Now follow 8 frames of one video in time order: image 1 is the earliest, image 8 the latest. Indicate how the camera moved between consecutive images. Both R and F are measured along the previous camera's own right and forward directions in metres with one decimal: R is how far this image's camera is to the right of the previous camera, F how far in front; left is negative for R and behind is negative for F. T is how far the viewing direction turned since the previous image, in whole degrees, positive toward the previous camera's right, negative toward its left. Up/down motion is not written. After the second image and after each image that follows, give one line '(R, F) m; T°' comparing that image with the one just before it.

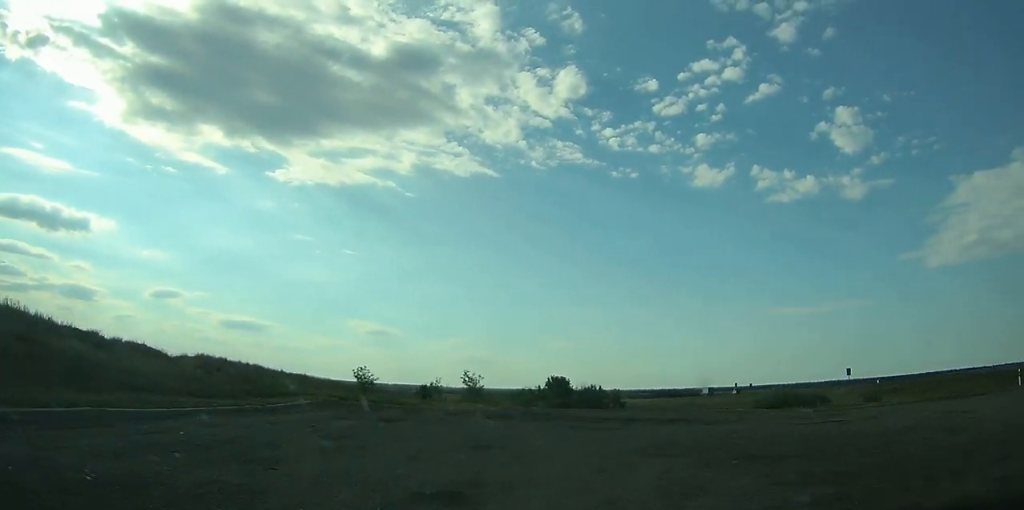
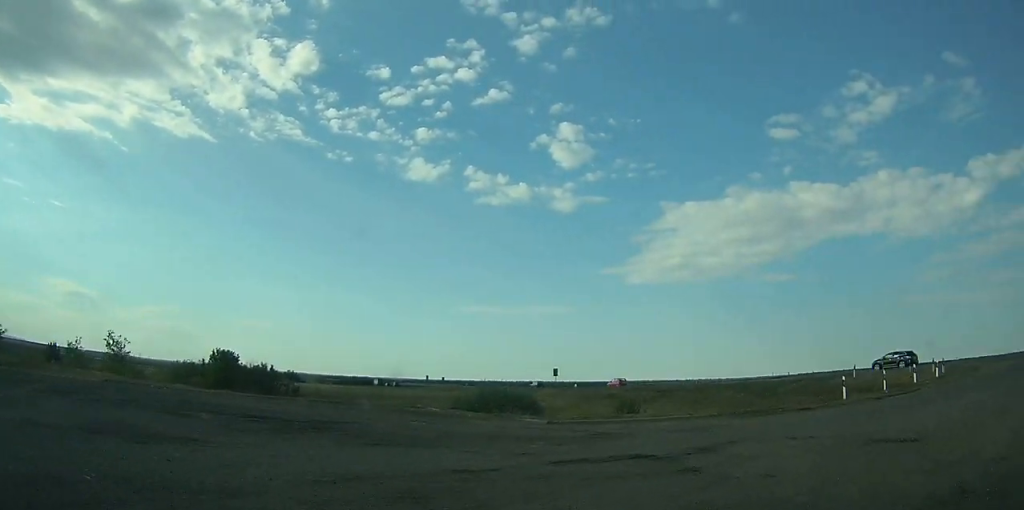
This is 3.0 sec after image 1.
(+1.9, +10.6) m; +27°
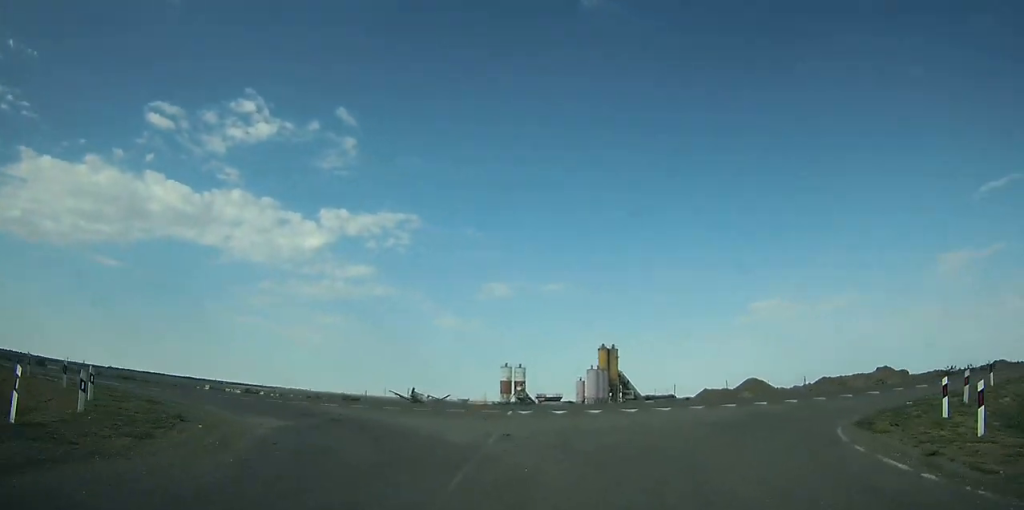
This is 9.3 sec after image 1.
(+13.4, +19.5) m; +67°
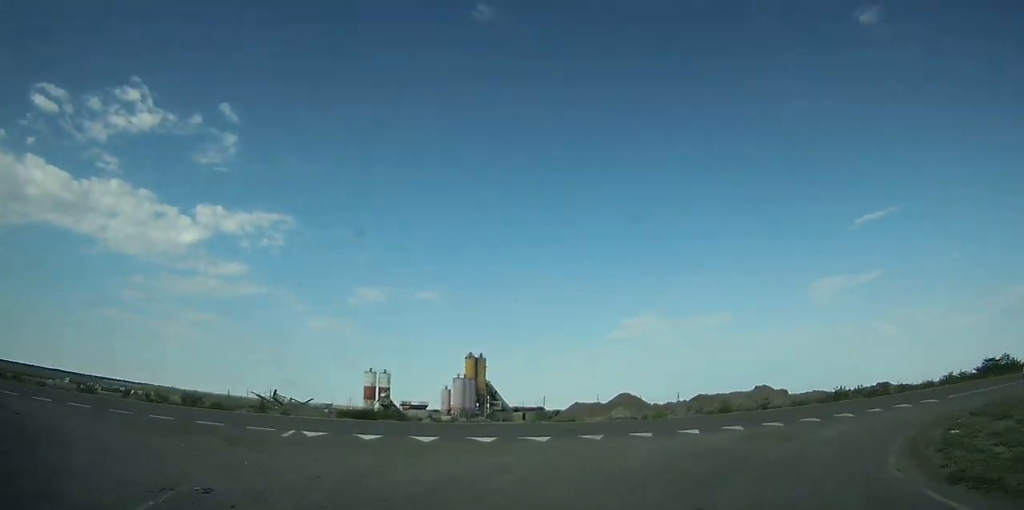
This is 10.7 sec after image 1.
(0.0, +6.5) m; +17°
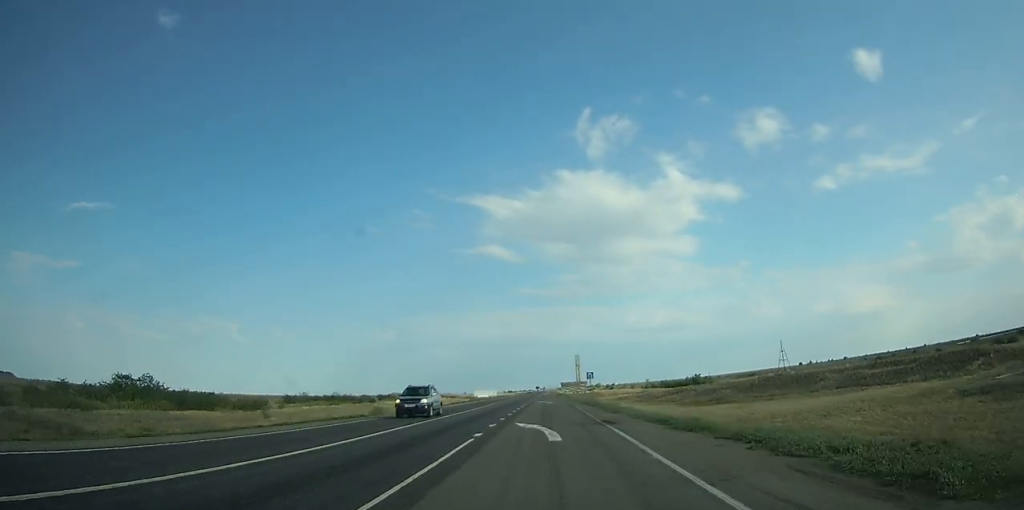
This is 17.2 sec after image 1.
(+29.9, +27.7) m; +63°
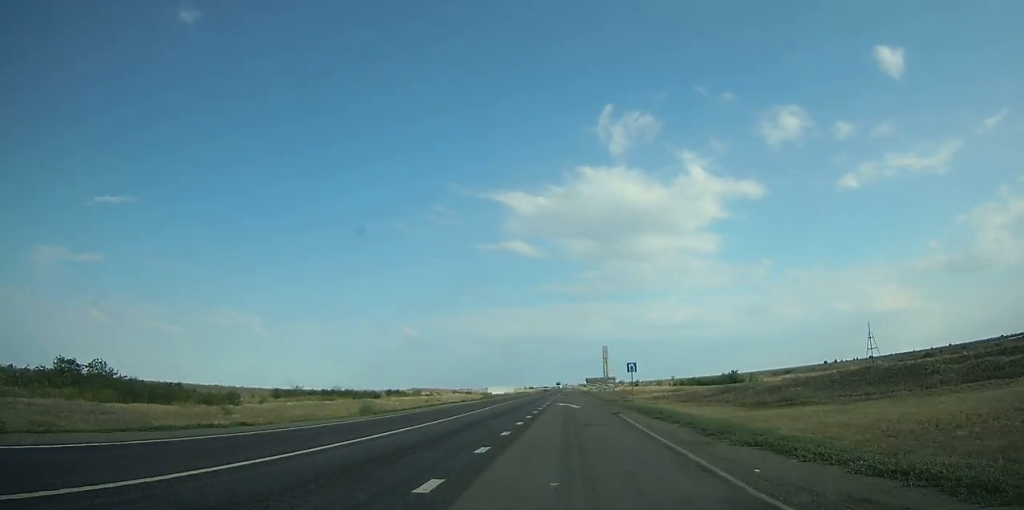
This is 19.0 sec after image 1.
(+0.2, +17.0) m; 0°
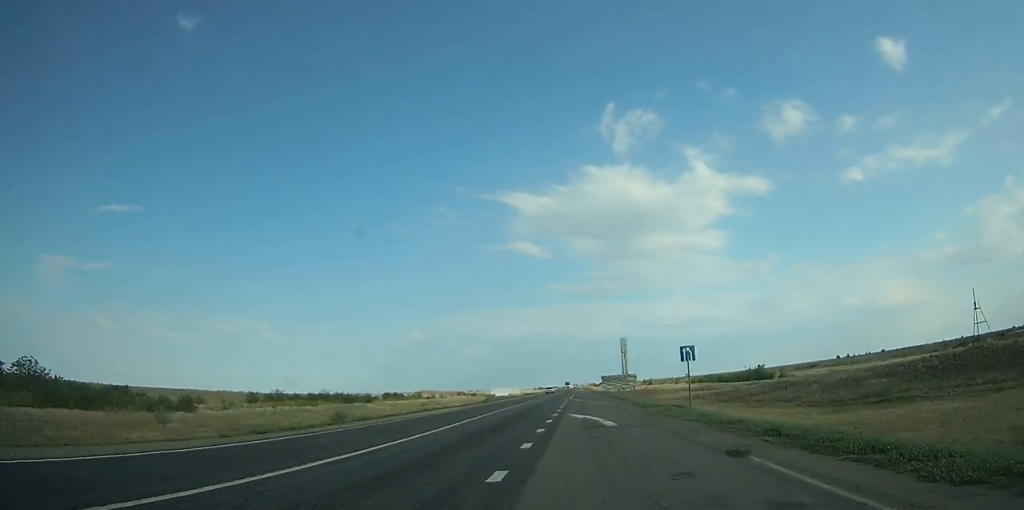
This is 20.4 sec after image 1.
(-0.1, +15.7) m; 0°
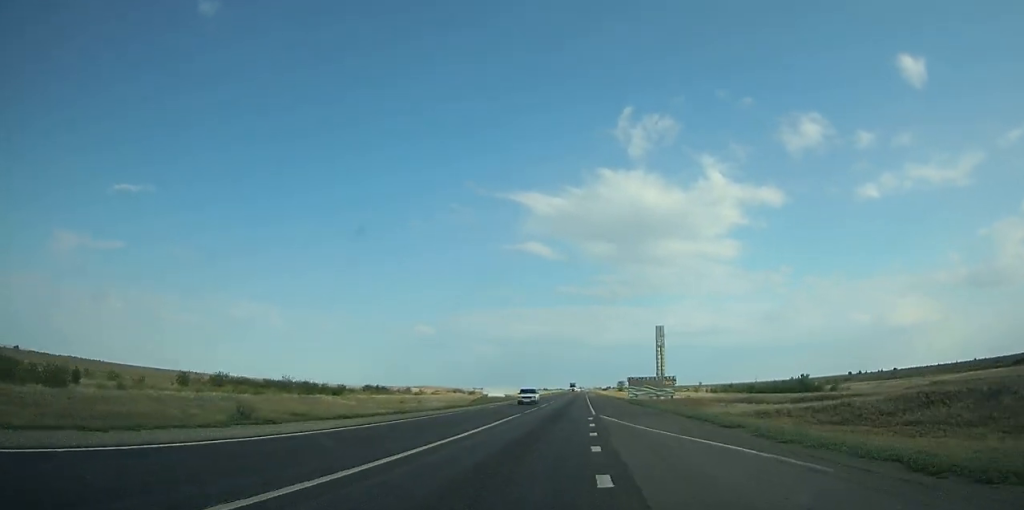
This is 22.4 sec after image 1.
(-0.3, +23.8) m; 0°
